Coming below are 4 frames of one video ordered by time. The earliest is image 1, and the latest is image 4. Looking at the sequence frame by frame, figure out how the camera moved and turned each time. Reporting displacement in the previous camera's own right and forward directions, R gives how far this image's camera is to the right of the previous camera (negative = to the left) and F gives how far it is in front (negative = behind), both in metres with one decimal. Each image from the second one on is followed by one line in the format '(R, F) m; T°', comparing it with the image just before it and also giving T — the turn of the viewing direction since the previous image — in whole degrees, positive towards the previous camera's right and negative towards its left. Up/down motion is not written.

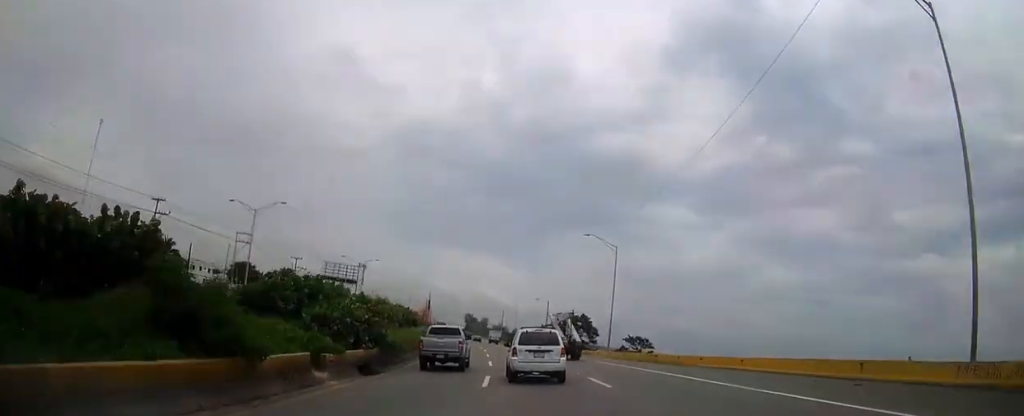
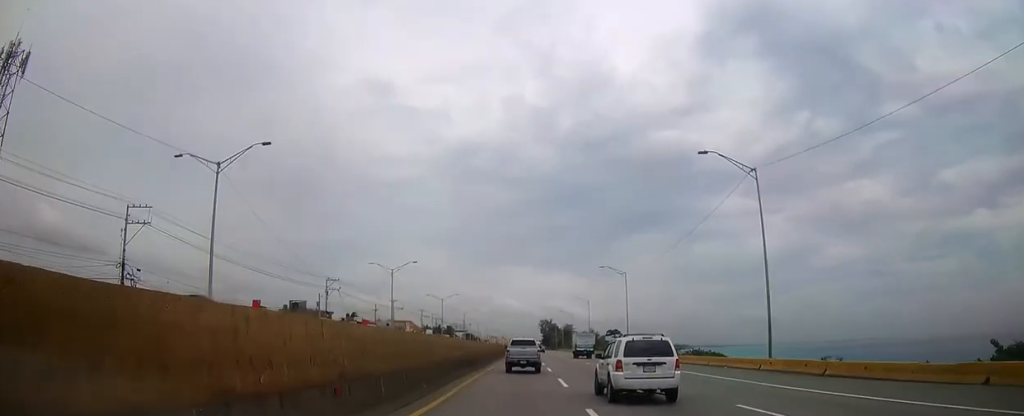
(-24.0, +230.3) m; -7°
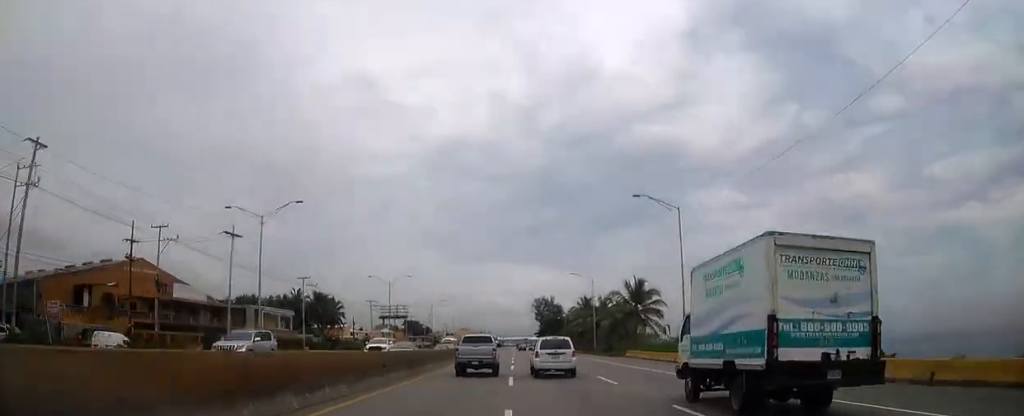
(+3.1, +189.0) m; +1°
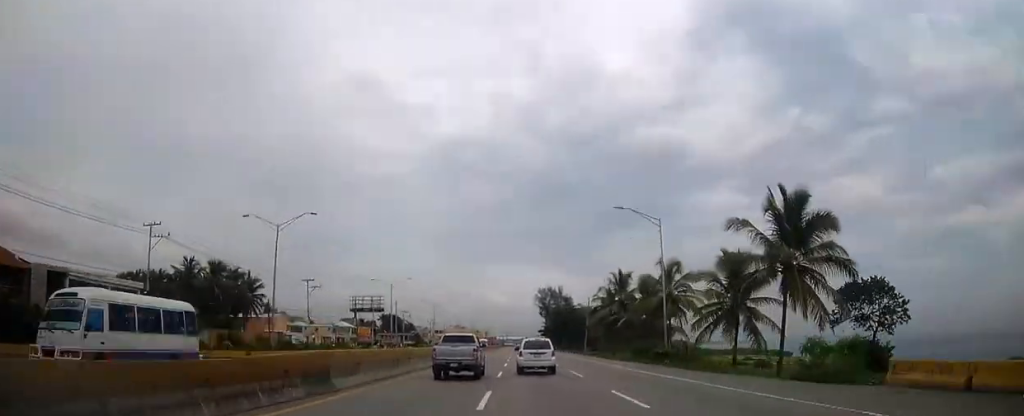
(0.0, +46.2) m; 0°
